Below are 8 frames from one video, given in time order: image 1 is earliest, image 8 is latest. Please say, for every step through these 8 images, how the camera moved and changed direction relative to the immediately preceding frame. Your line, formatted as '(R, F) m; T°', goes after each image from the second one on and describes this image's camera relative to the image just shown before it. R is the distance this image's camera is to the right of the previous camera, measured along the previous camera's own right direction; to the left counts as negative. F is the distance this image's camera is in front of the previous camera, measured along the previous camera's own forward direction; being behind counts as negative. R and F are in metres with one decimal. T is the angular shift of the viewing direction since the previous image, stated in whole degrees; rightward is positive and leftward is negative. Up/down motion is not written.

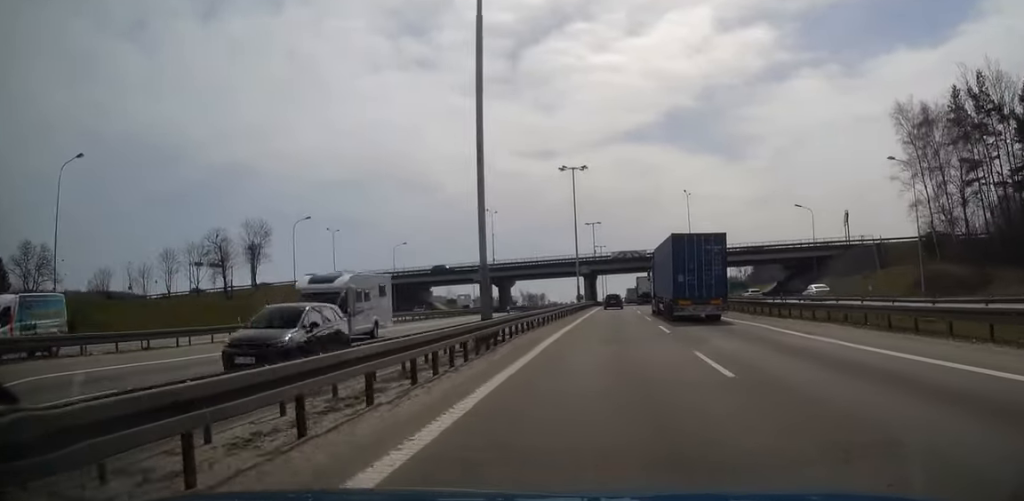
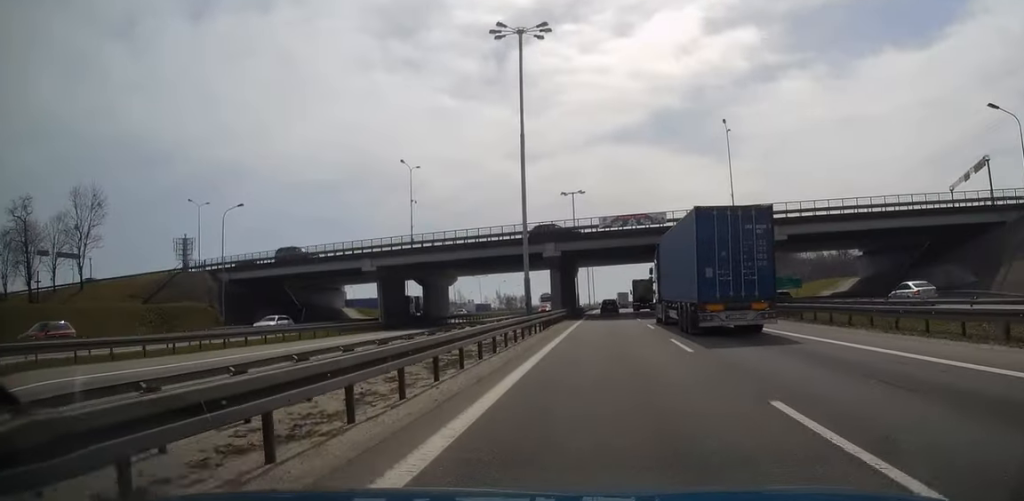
(+0.3, +42.6) m; +1°
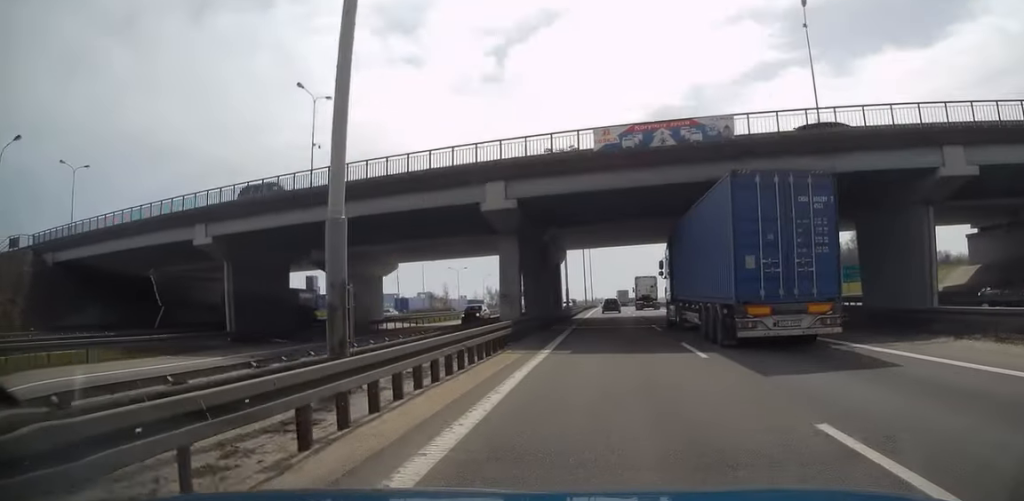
(+0.3, +25.5) m; 0°
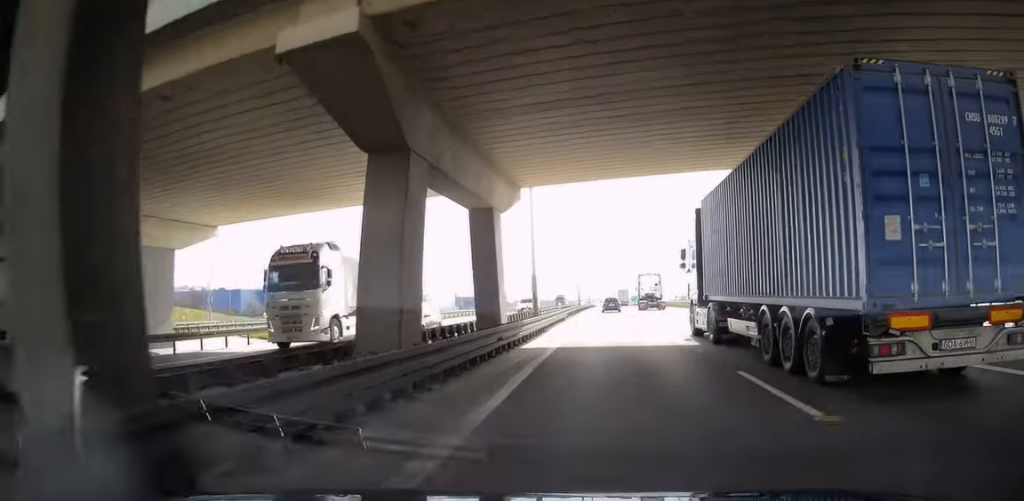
(-0.1, +30.9) m; 0°
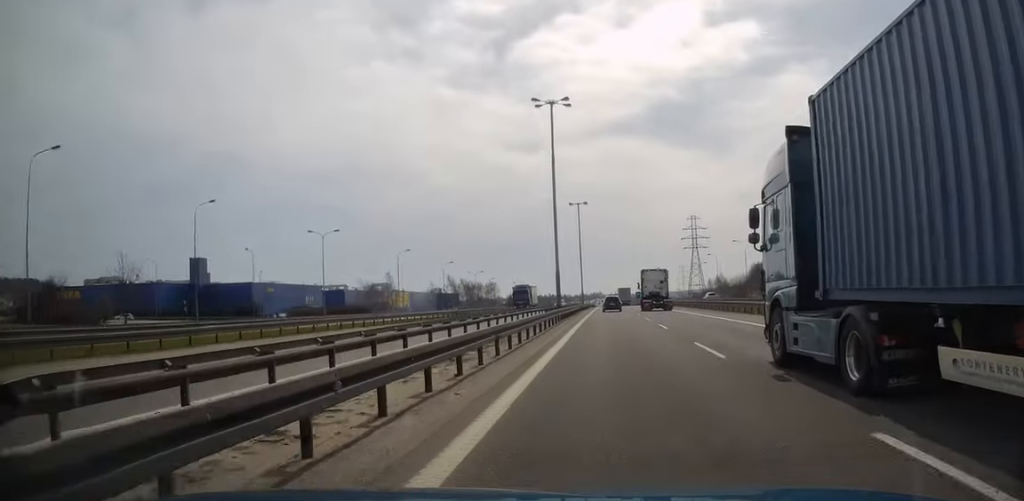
(+0.1, +40.9) m; 0°
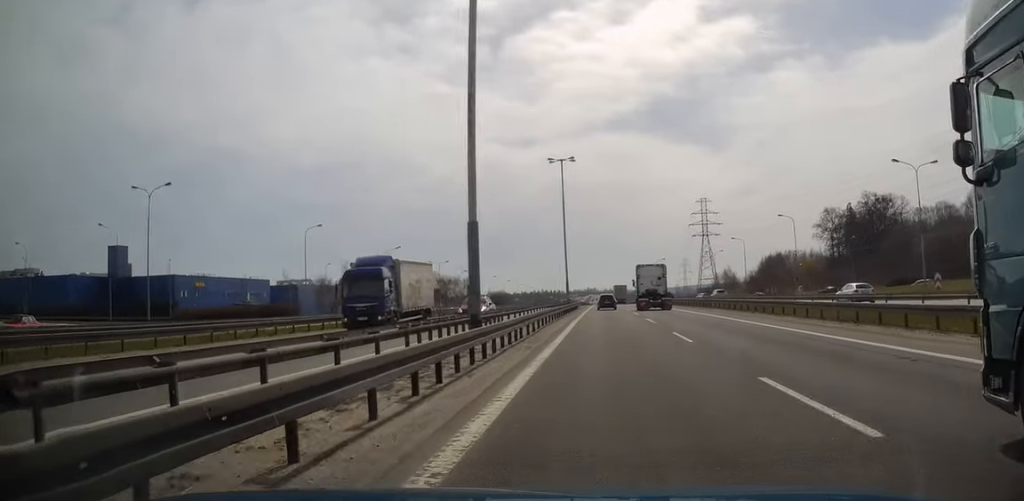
(+0.1, +32.2) m; 0°
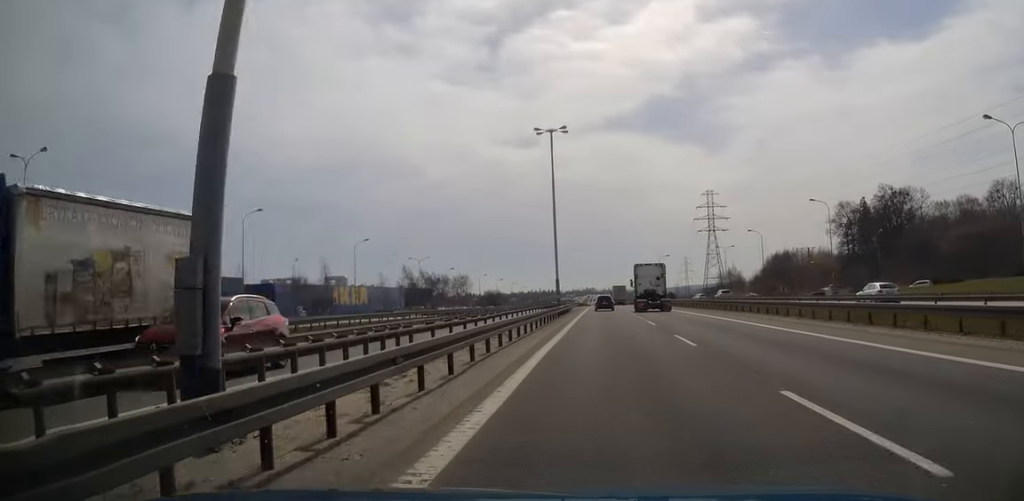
(0.0, +13.5) m; 0°
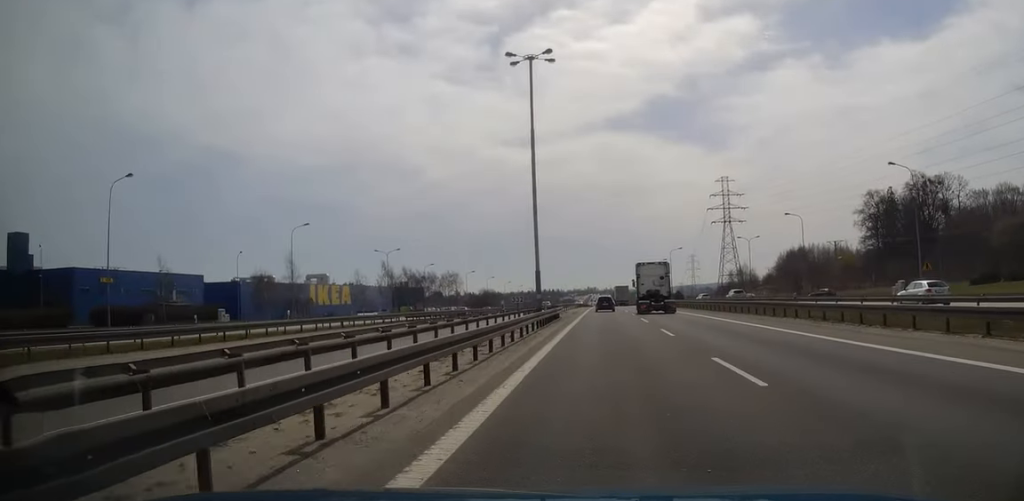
(+0.1, +19.5) m; 0°
